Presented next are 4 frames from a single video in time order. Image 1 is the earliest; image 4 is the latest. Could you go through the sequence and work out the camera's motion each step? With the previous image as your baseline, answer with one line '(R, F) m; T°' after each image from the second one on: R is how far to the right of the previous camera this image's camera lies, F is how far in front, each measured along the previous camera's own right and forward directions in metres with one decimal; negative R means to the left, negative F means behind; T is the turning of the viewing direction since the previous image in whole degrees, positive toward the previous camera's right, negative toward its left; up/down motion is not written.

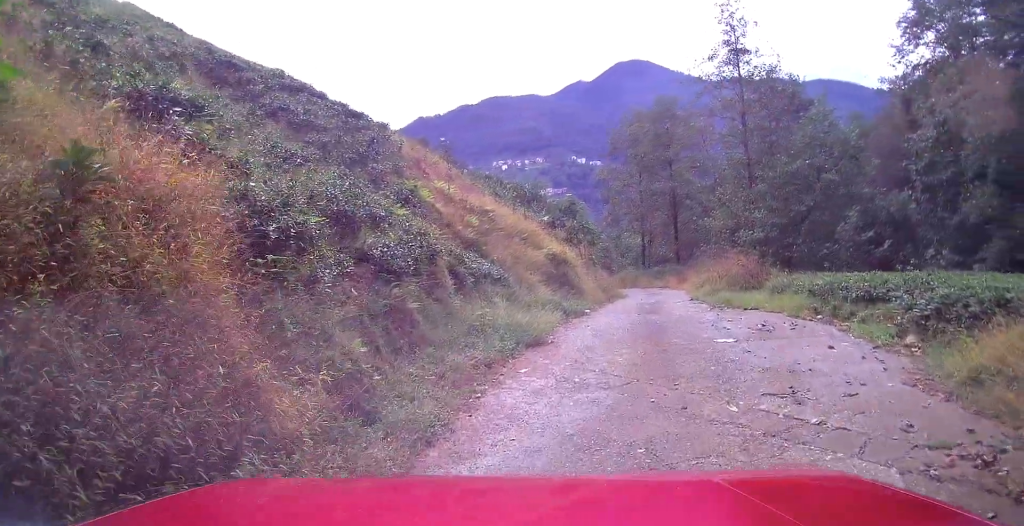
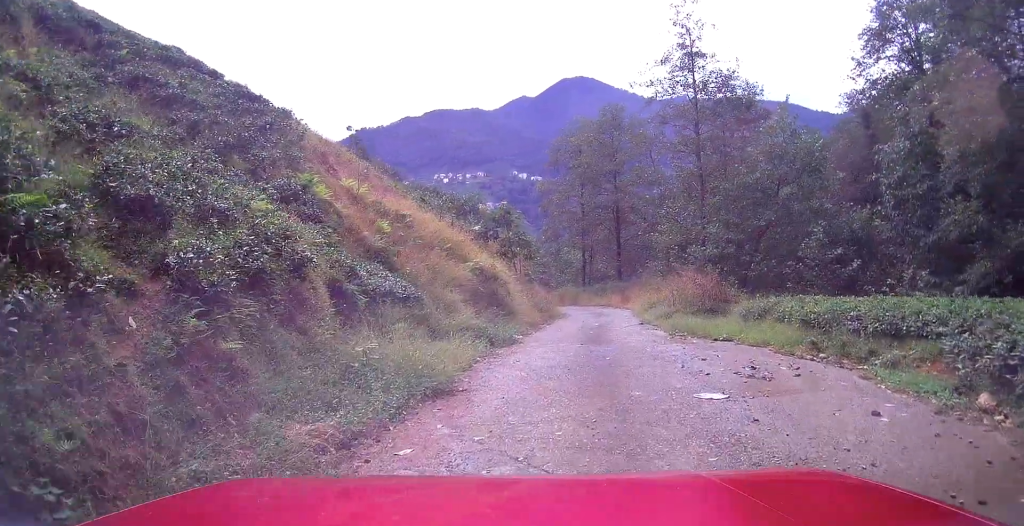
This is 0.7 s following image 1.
(+0.1, +3.5) m; -1°
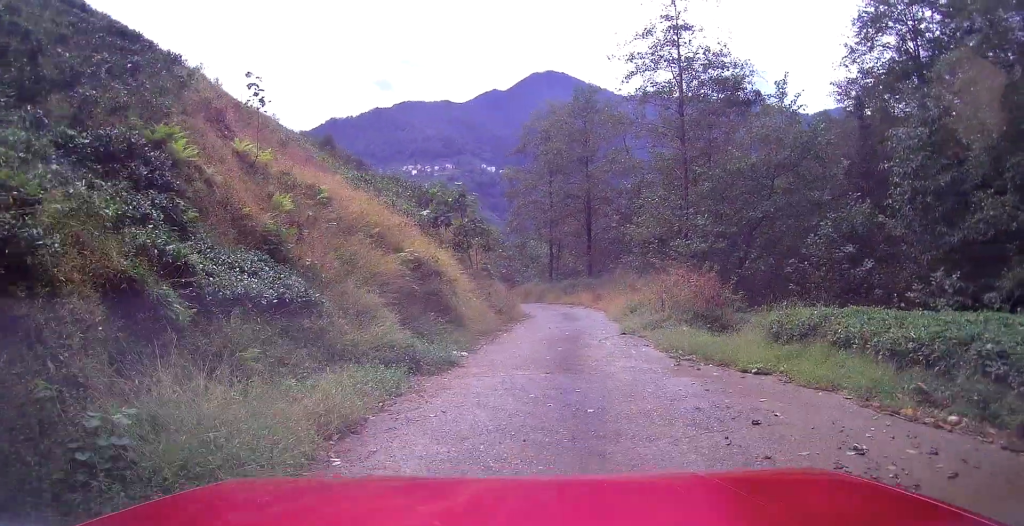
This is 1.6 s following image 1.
(-0.3, +4.7) m; -2°
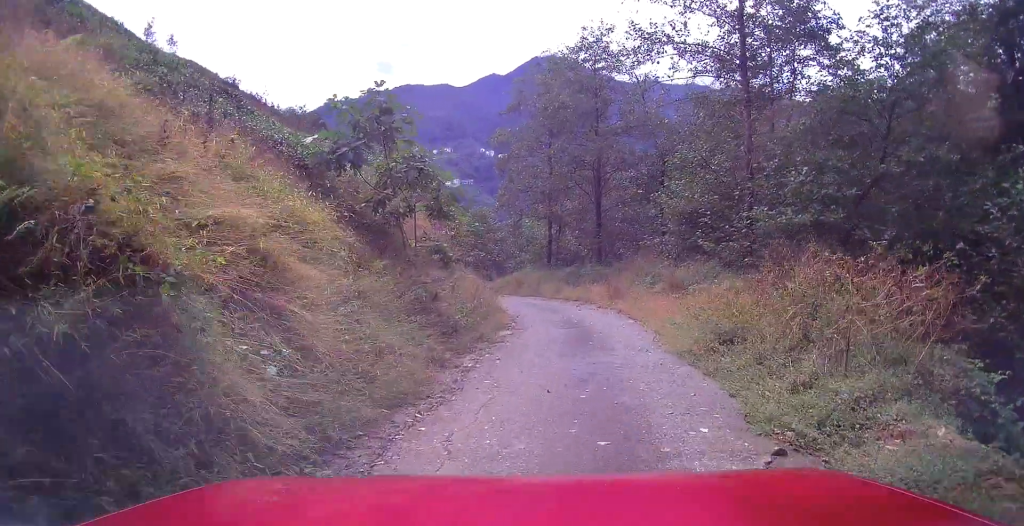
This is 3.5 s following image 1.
(+0.6, +11.0) m; +7°
